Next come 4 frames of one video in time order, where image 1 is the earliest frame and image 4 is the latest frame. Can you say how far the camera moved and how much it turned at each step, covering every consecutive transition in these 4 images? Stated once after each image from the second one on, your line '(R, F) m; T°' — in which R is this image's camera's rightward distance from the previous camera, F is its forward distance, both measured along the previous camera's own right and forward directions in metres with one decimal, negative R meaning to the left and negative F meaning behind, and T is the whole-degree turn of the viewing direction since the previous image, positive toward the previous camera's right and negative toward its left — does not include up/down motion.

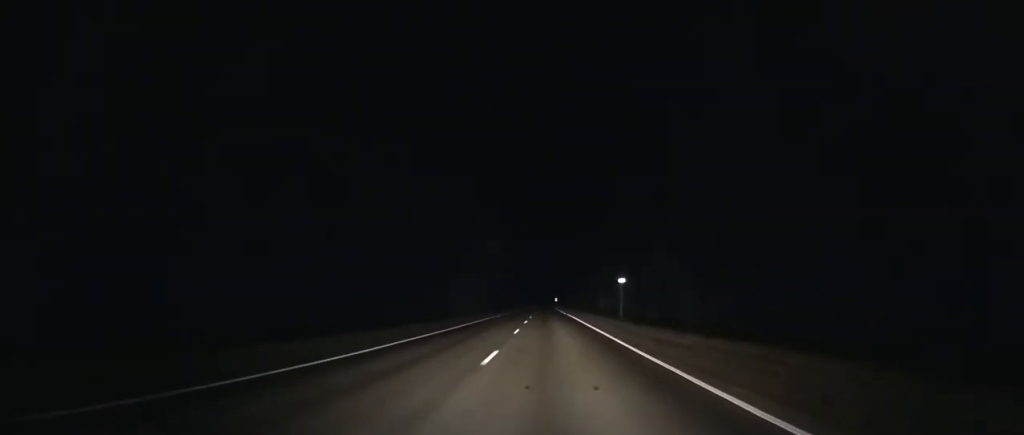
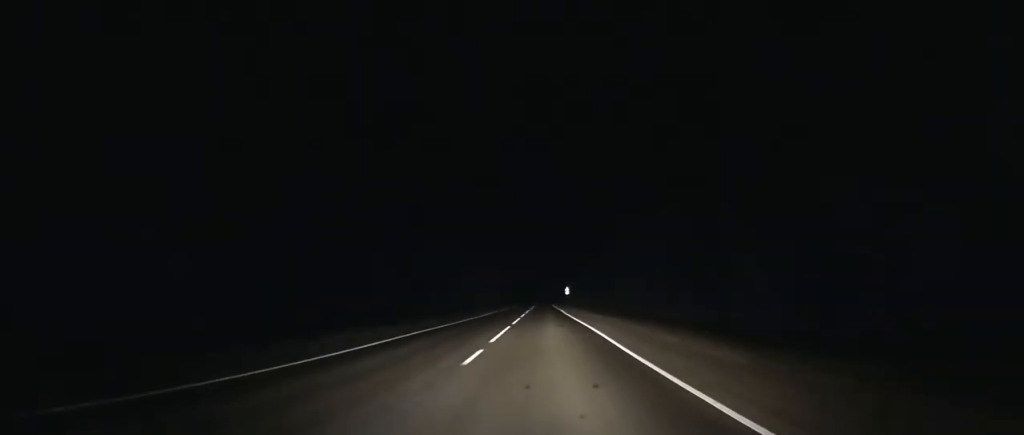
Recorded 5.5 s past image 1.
(-1.4, +153.1) m; -2°
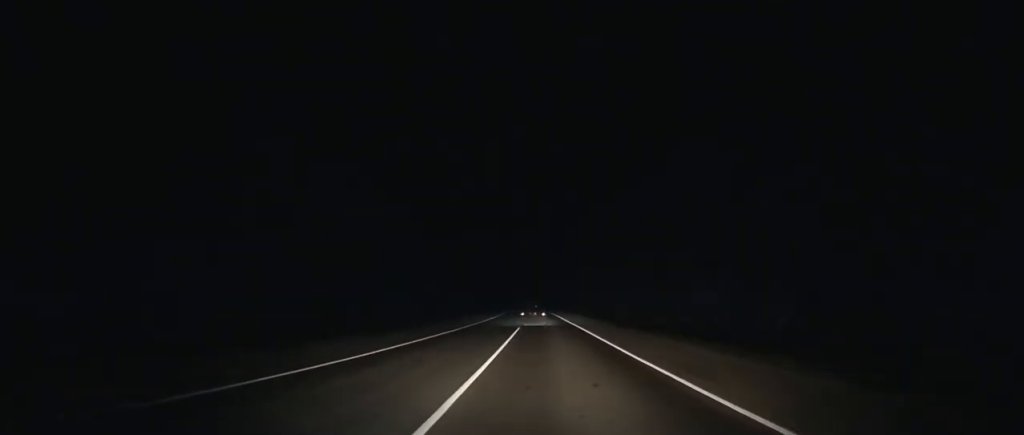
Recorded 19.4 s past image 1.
(-6.1, +384.0) m; -4°
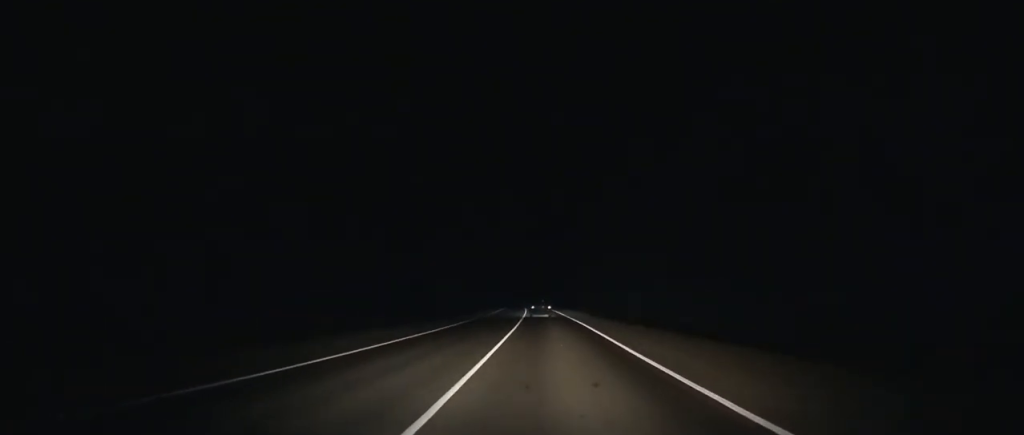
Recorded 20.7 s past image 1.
(0.0, +36.4) m; -1°
